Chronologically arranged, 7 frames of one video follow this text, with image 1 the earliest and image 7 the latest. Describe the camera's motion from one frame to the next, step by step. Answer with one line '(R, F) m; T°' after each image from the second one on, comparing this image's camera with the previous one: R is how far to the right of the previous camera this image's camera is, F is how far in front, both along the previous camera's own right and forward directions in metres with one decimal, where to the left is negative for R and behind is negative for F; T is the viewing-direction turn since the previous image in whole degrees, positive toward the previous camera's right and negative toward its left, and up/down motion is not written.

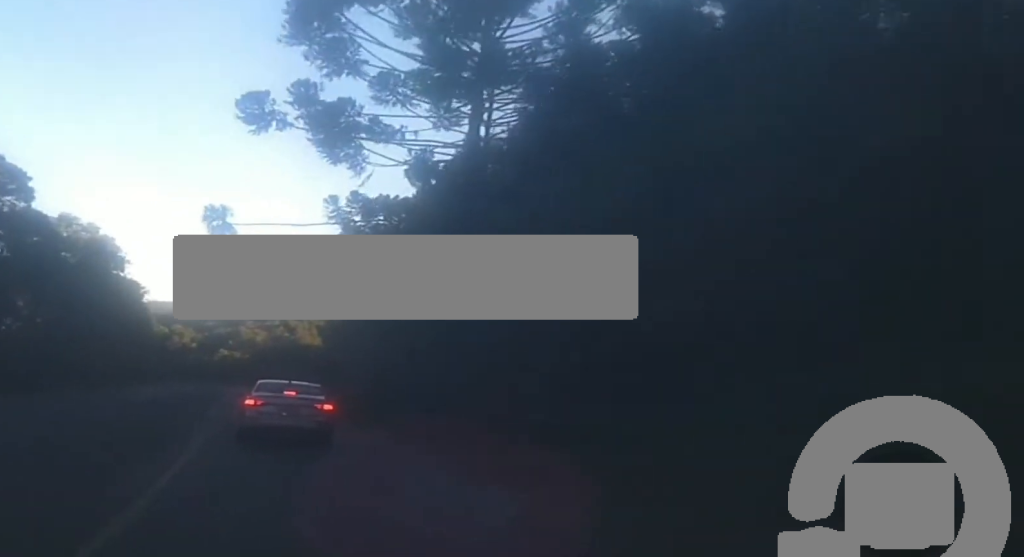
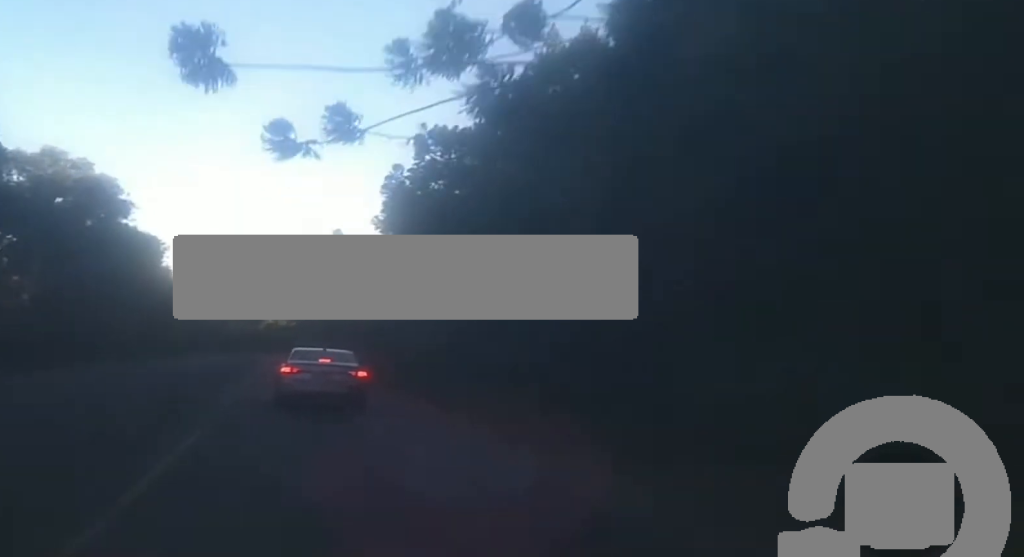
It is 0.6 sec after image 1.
(0.0, +12.5) m; -2°
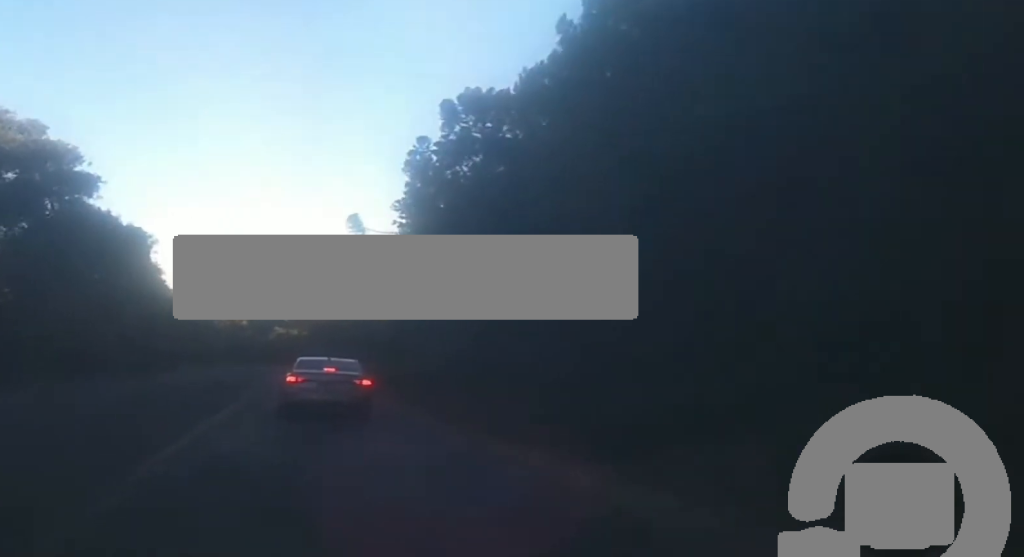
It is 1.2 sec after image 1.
(-0.3, +11.9) m; -3°
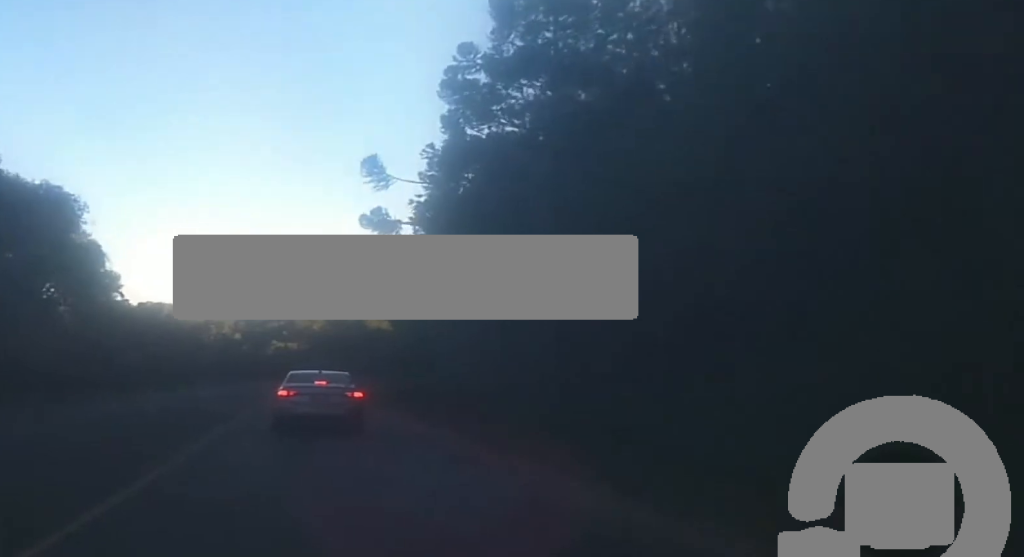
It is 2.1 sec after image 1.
(-1.0, +20.0) m; -5°
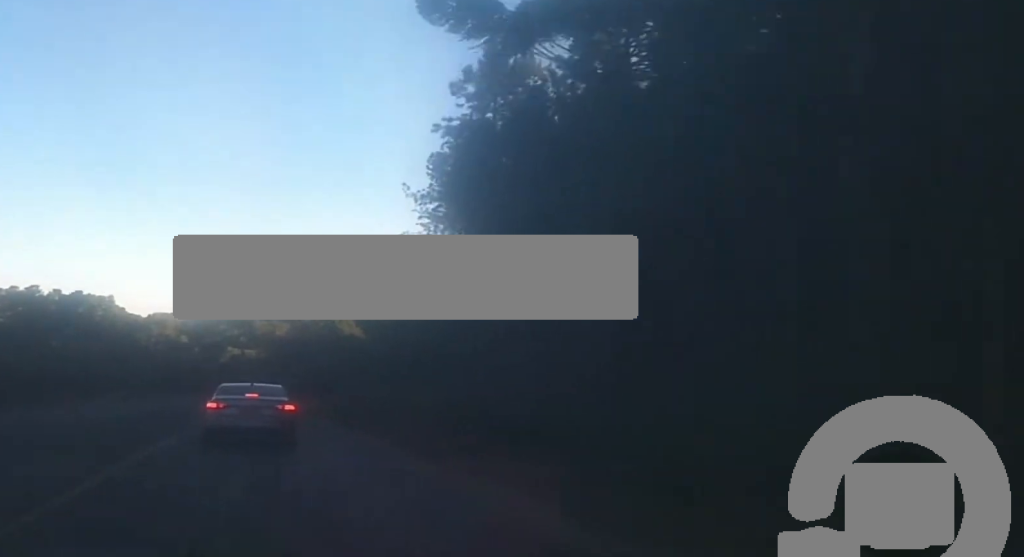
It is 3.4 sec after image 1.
(-0.9, +28.7) m; 0°
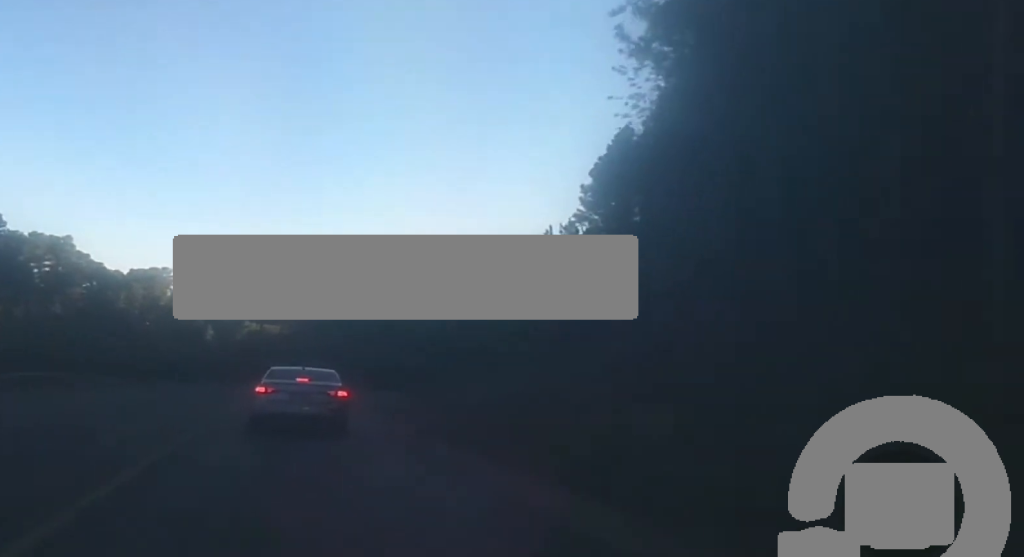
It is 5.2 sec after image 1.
(+1.0, +40.2) m; +1°
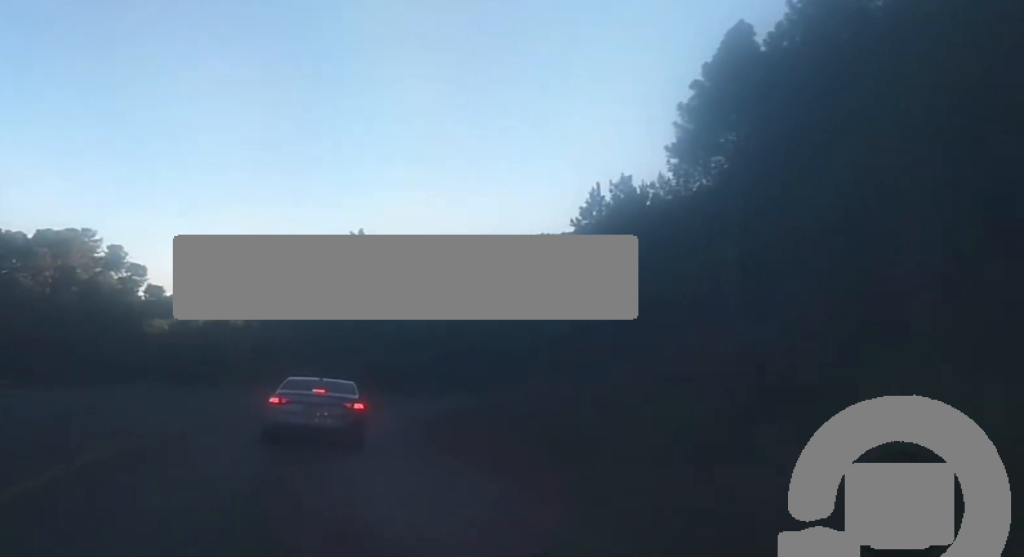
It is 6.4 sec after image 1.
(+0.1, +27.3) m; +3°
